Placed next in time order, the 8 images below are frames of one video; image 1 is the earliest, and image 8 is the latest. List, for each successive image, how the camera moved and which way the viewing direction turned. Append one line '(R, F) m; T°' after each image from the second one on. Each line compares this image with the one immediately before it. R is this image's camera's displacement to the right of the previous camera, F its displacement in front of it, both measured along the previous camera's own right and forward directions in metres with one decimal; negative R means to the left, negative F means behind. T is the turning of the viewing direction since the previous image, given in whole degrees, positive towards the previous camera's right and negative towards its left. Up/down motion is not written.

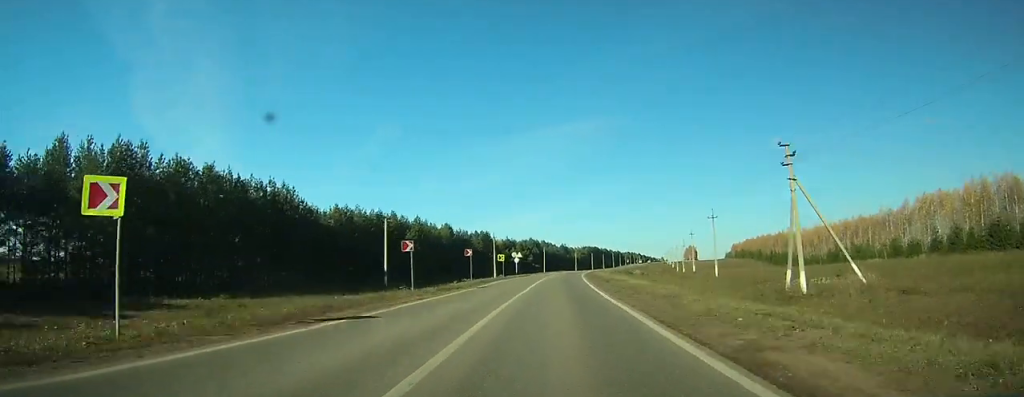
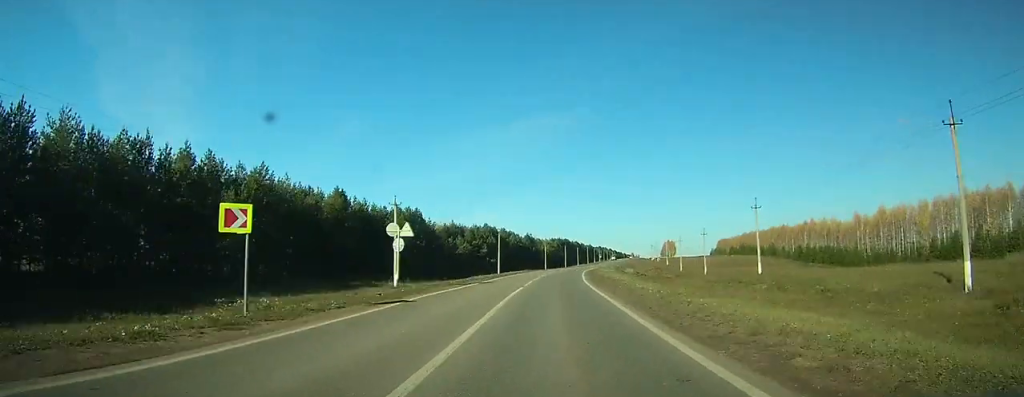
(+1.6, +58.4) m; +3°
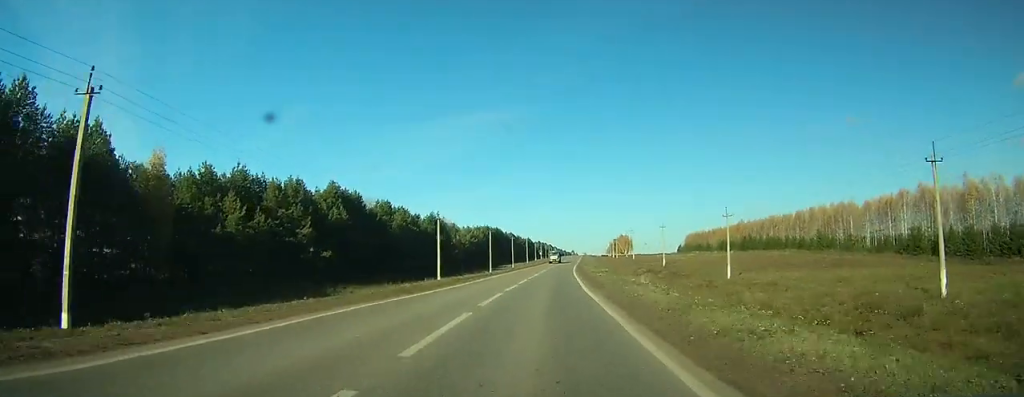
(+5.0, +94.9) m; +6°
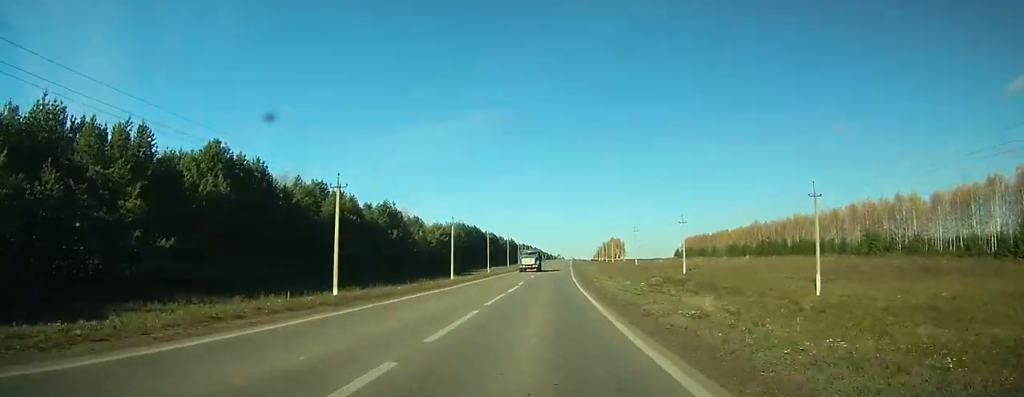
(+0.5, +31.6) m; +1°
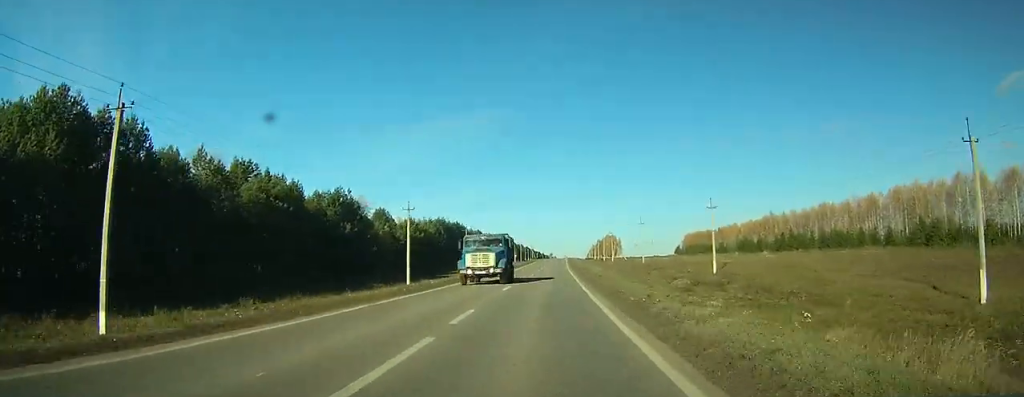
(+0.2, +21.1) m; +1°
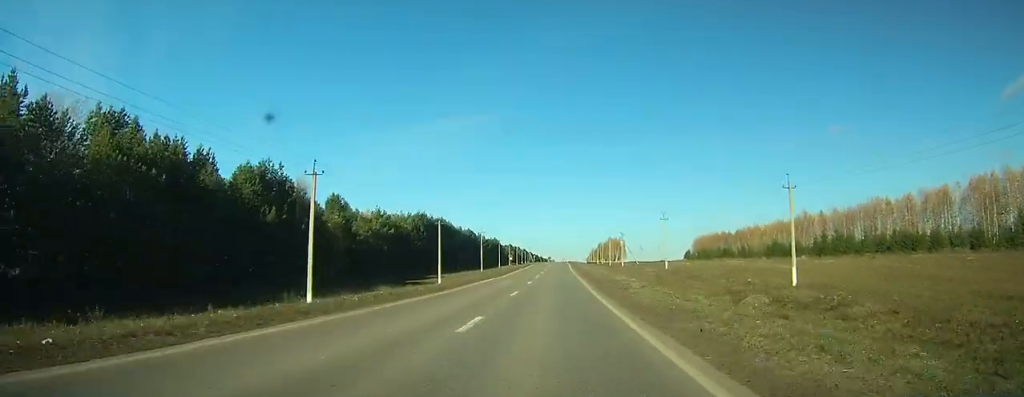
(+0.1, +23.6) m; +1°
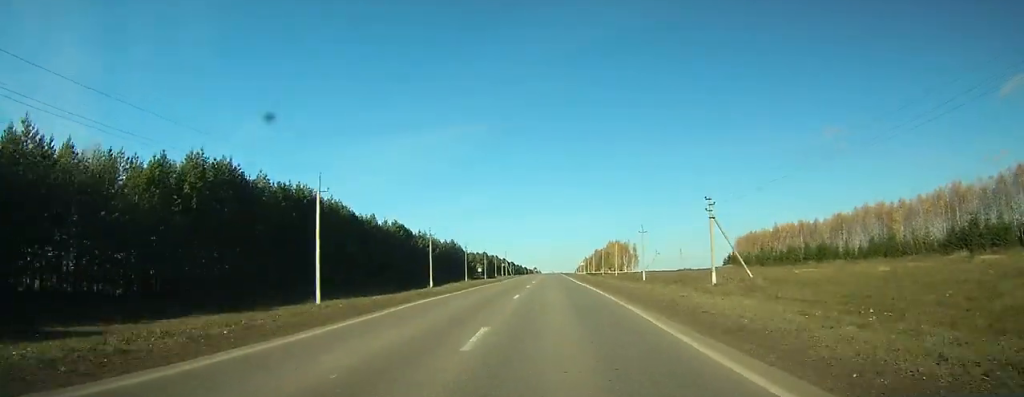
(+1.6, +80.8) m; +2°
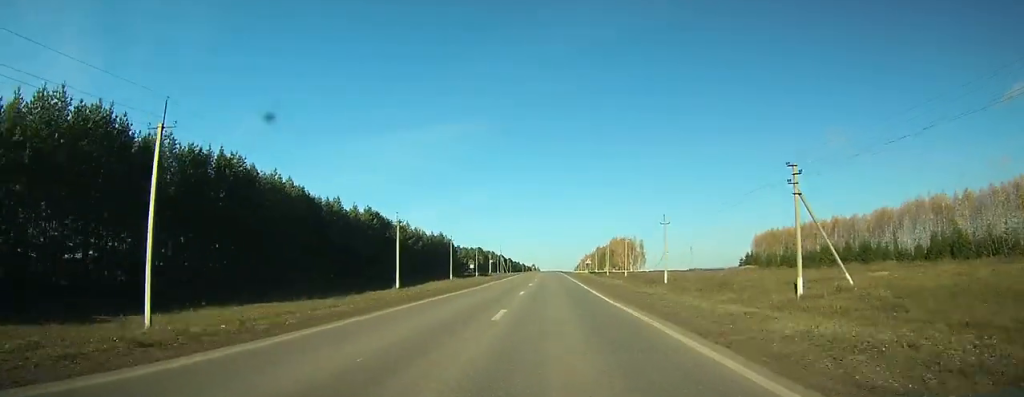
(0.0, +19.5) m; 0°
